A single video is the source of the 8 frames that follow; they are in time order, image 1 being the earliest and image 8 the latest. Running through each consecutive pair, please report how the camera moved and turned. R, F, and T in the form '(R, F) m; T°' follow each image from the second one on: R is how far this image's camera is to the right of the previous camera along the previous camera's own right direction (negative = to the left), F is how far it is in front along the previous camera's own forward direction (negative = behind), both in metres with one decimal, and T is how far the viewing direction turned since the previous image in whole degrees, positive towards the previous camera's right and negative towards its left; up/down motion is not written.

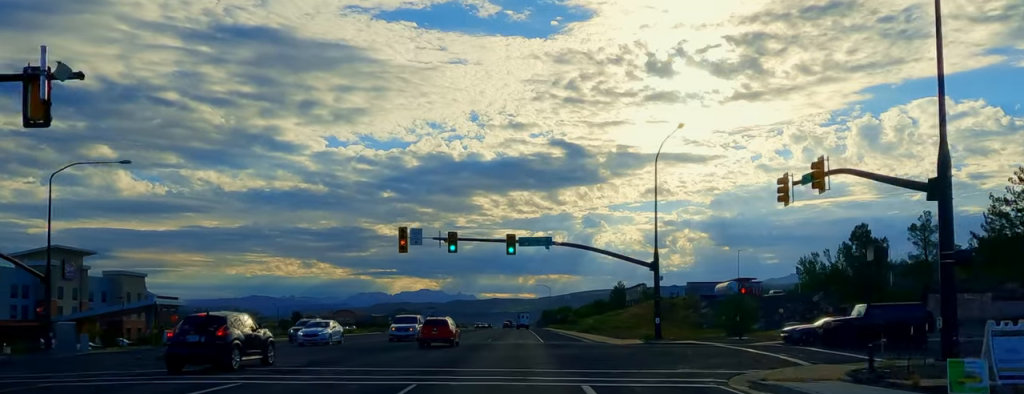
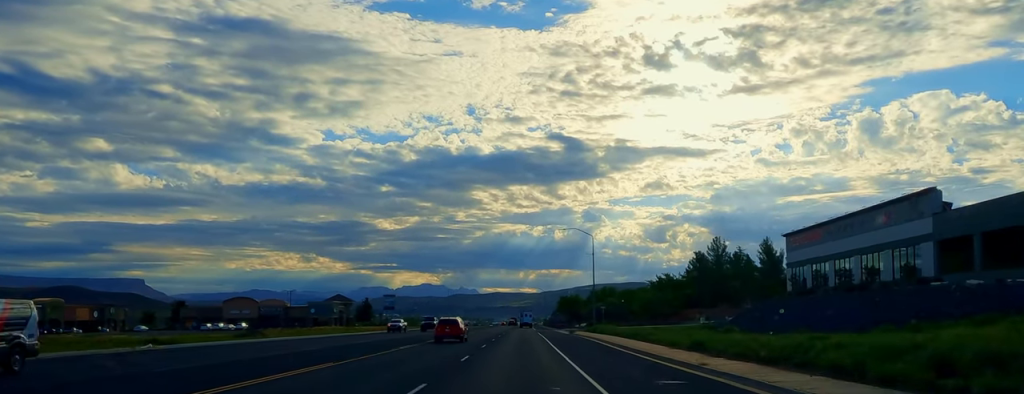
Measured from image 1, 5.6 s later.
(-3.1, +122.8) m; -2°
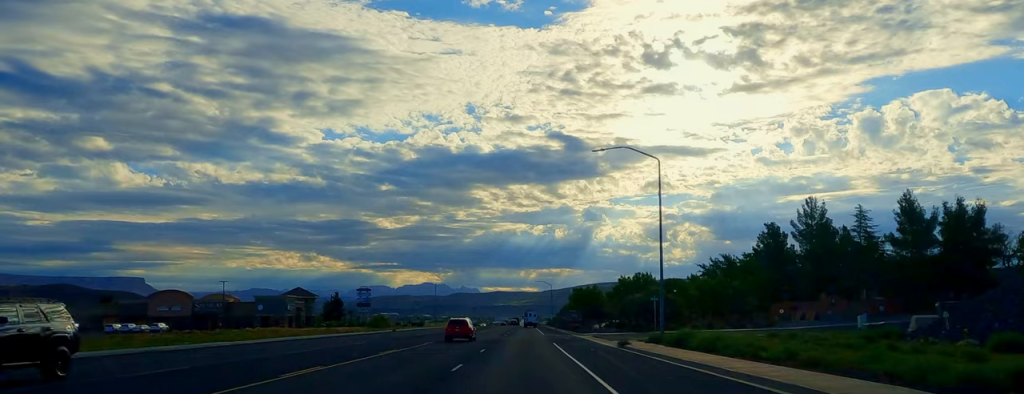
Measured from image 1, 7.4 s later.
(+1.2, +41.6) m; +2°
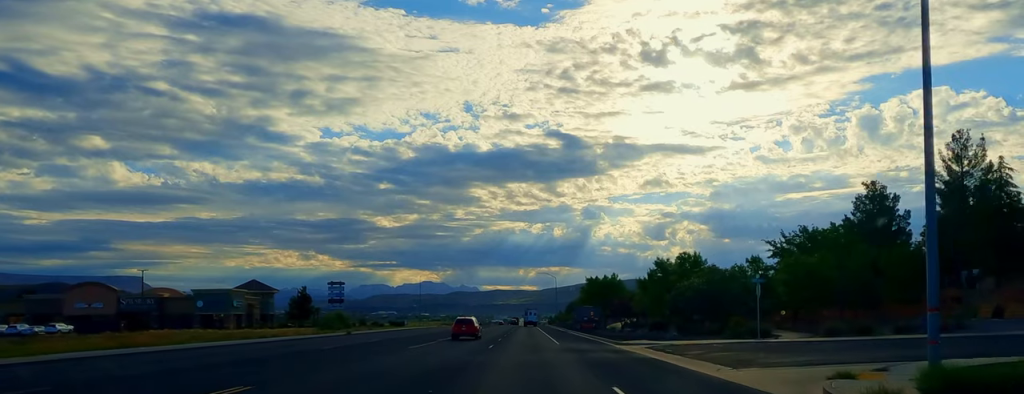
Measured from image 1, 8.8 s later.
(0.0, +29.8) m; 0°
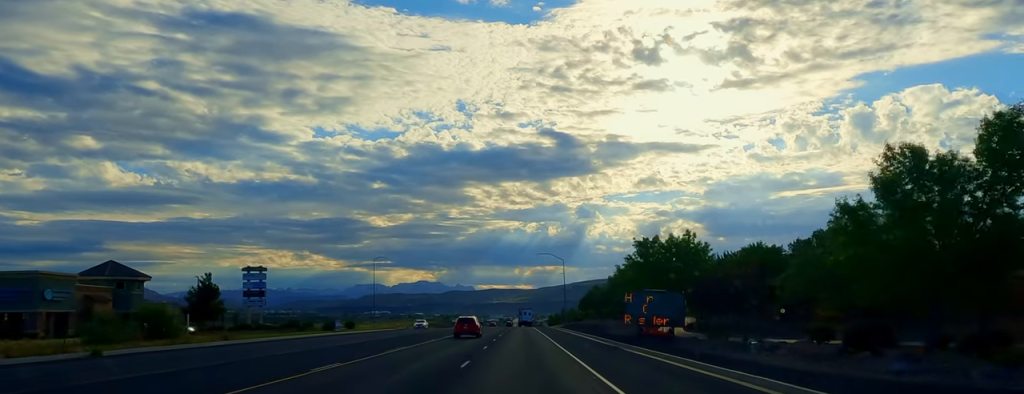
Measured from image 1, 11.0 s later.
(0.0, +50.9) m; 0°
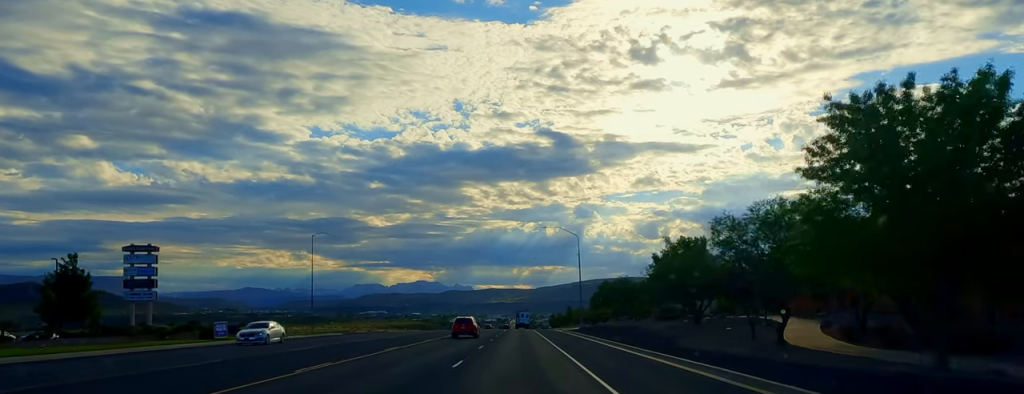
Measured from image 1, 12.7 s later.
(0.0, +36.9) m; 0°
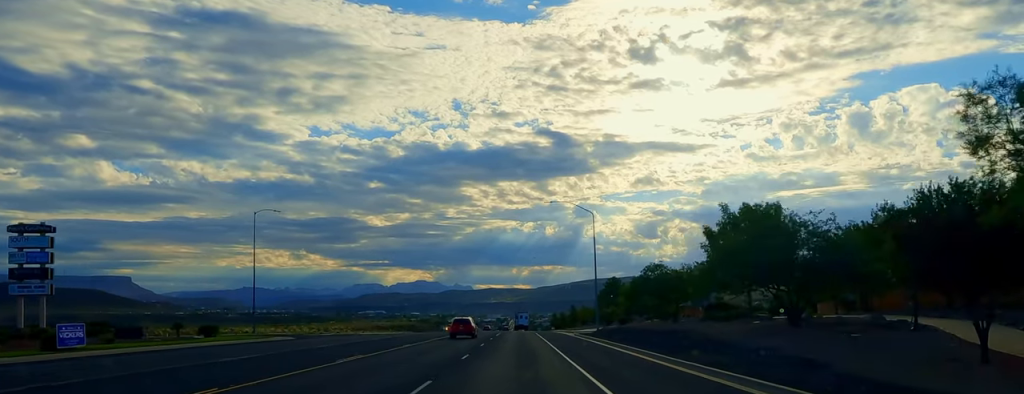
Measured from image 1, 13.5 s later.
(0.0, +19.5) m; 0°
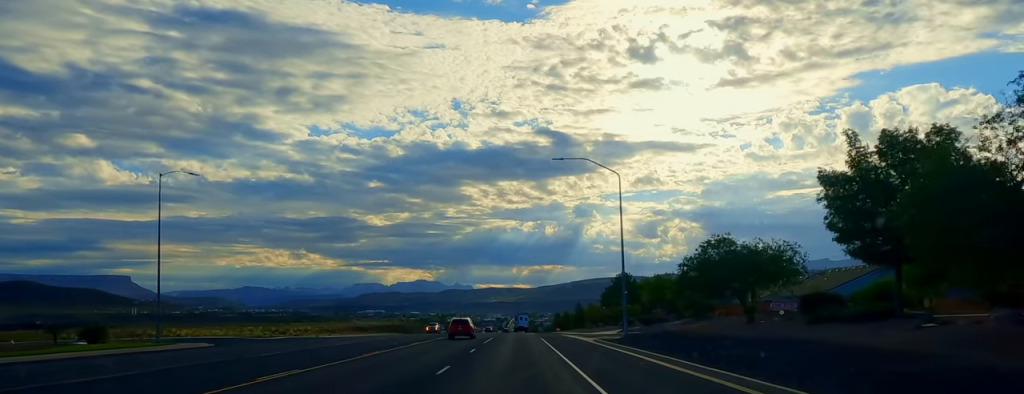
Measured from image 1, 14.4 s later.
(0.0, +18.7) m; 0°
